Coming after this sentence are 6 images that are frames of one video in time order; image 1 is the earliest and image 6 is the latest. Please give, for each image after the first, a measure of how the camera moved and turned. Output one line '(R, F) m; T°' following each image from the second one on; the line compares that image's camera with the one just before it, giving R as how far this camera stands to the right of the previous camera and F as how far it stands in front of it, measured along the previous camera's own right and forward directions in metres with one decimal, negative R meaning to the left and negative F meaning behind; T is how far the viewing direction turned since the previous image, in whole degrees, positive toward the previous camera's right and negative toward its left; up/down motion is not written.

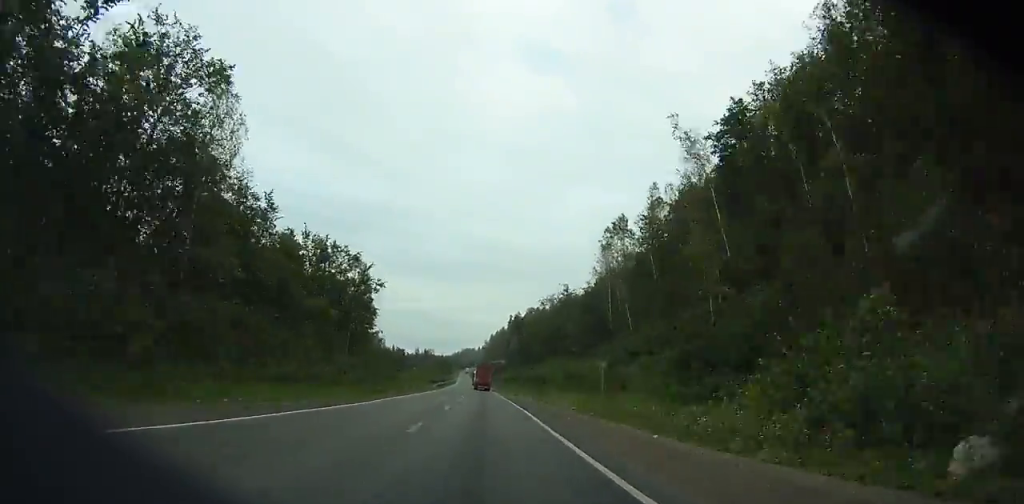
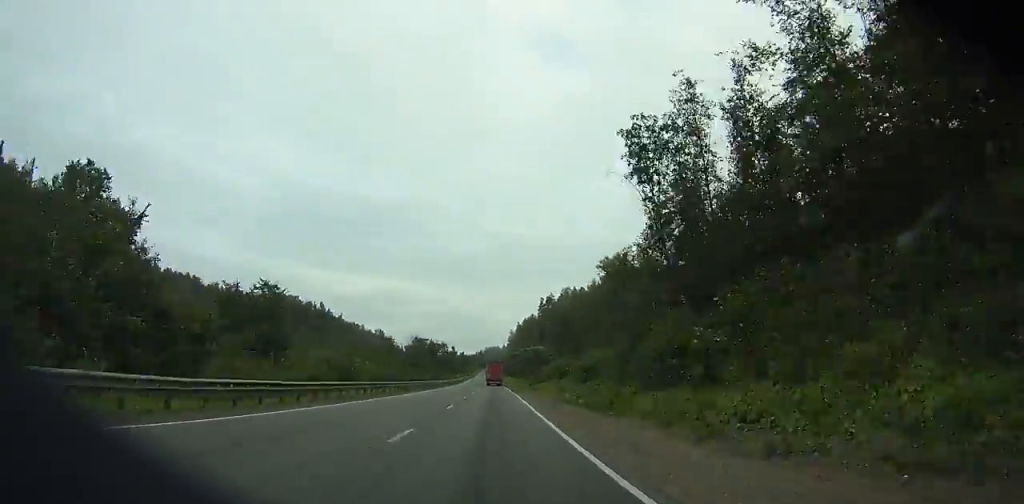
(-1.7, +98.9) m; -2°
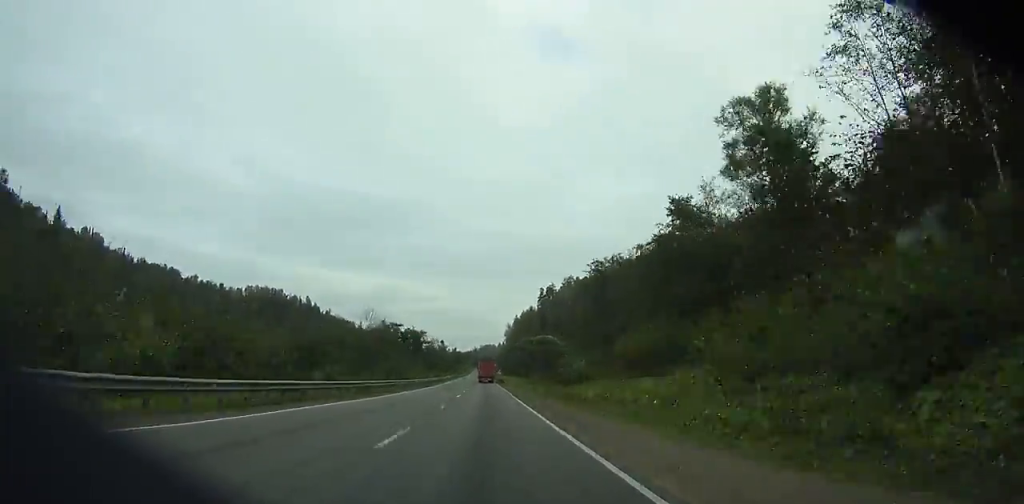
(-0.3, +37.8) m; 0°
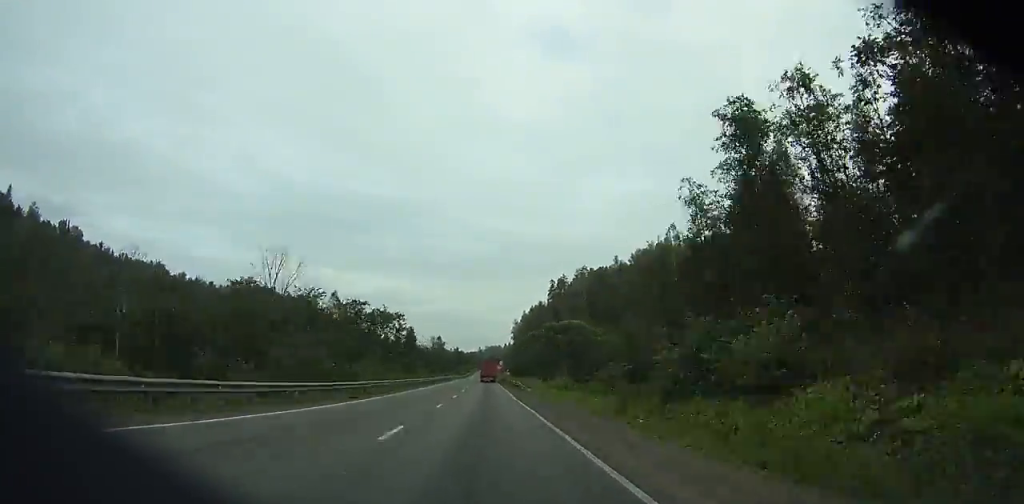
(-0.1, +35.4) m; 0°
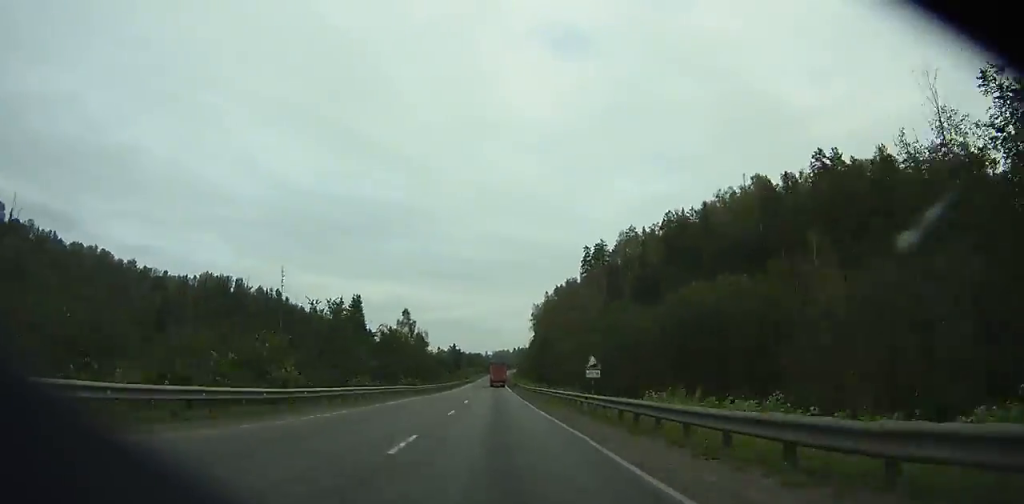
(-0.5, +97.6) m; 0°
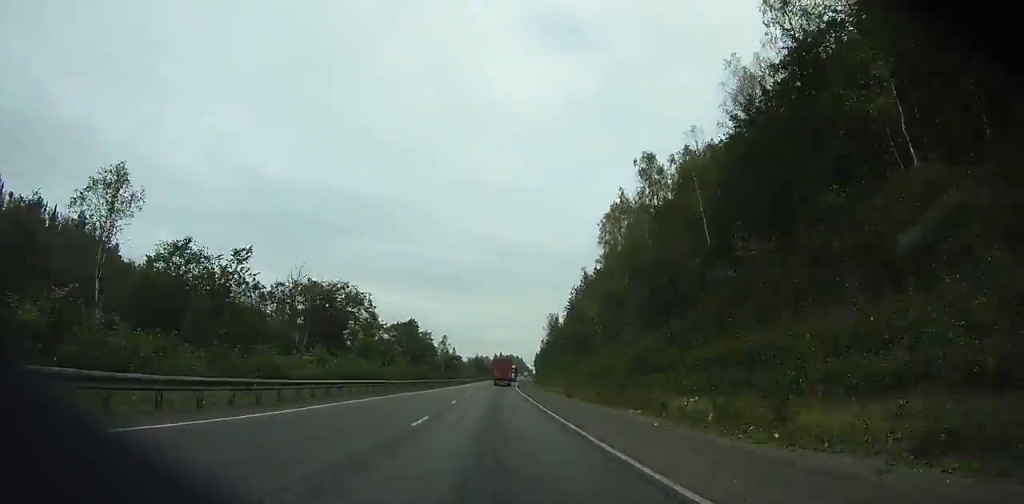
(+4.6, +257.9) m; 0°
